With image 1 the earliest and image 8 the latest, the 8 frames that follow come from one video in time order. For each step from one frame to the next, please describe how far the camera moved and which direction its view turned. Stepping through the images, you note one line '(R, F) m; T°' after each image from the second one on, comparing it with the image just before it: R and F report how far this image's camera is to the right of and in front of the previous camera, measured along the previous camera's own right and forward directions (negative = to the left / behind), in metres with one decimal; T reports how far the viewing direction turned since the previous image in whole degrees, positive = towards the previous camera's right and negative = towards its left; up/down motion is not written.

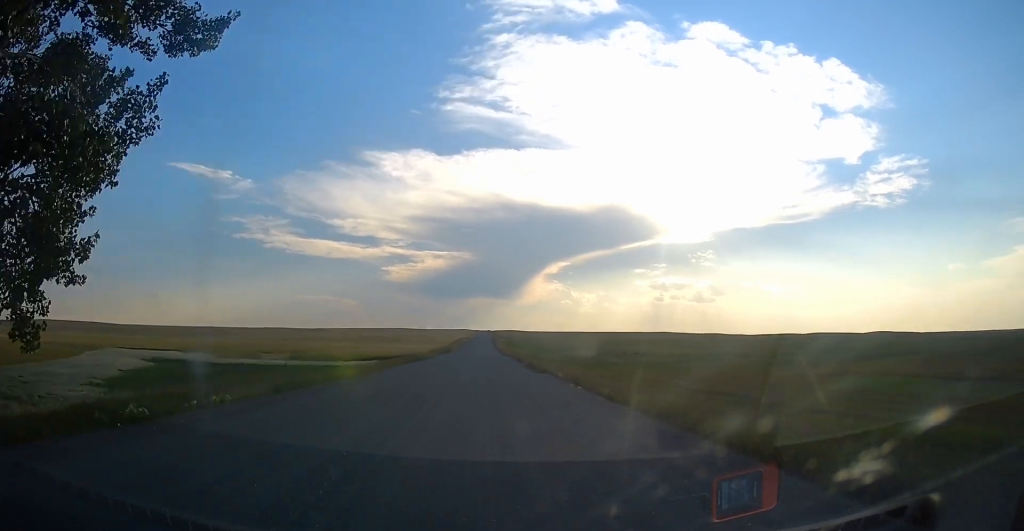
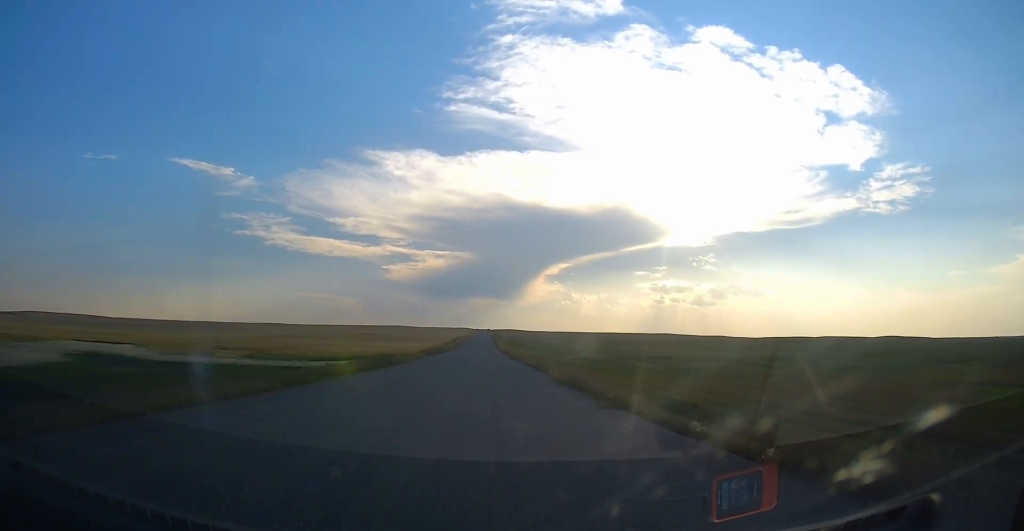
(0.0, +22.2) m; 0°
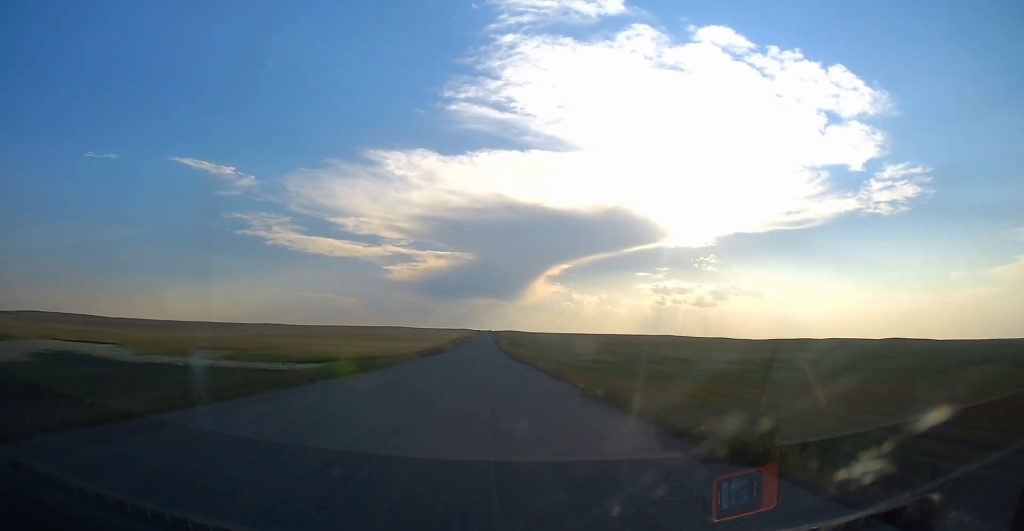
(0.0, +7.9) m; 0°
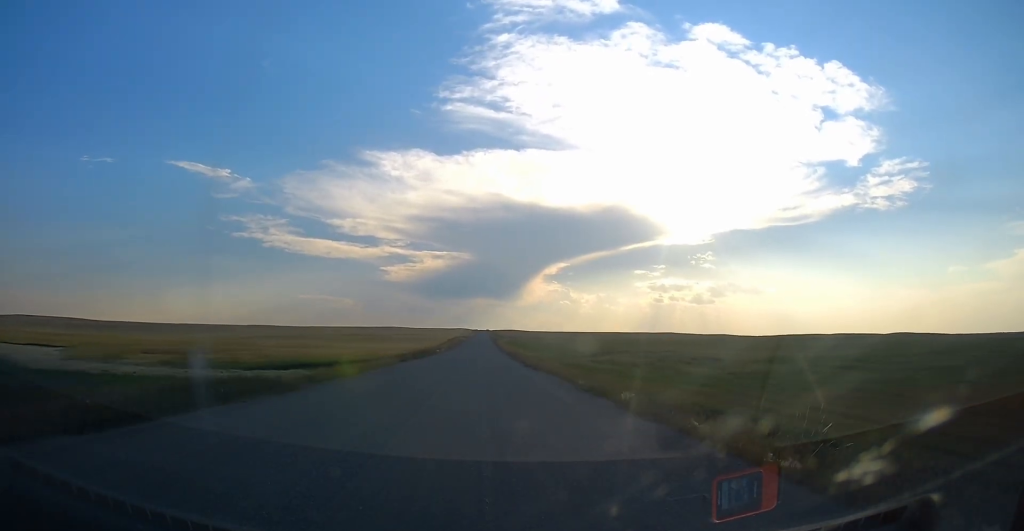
(0.0, +18.2) m; +1°
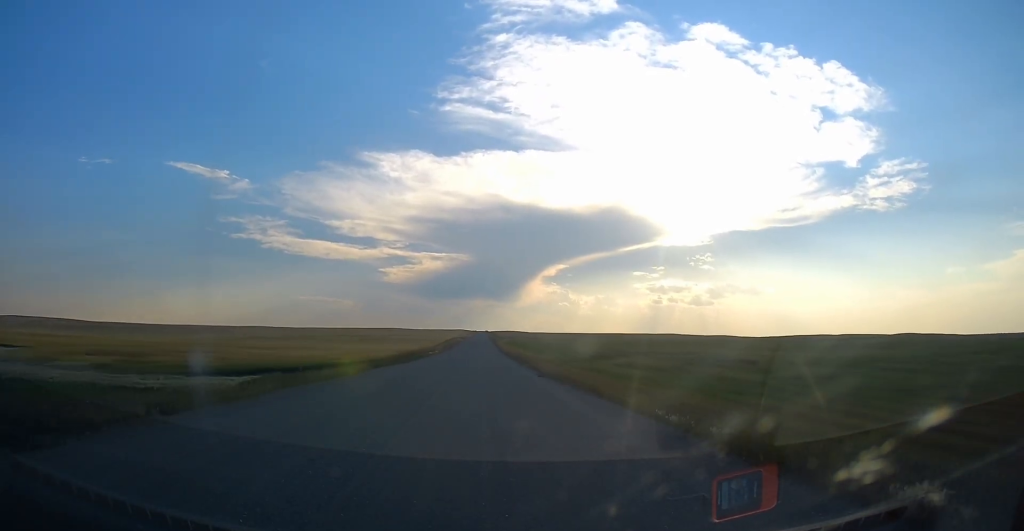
(0.0, +13.3) m; +1°
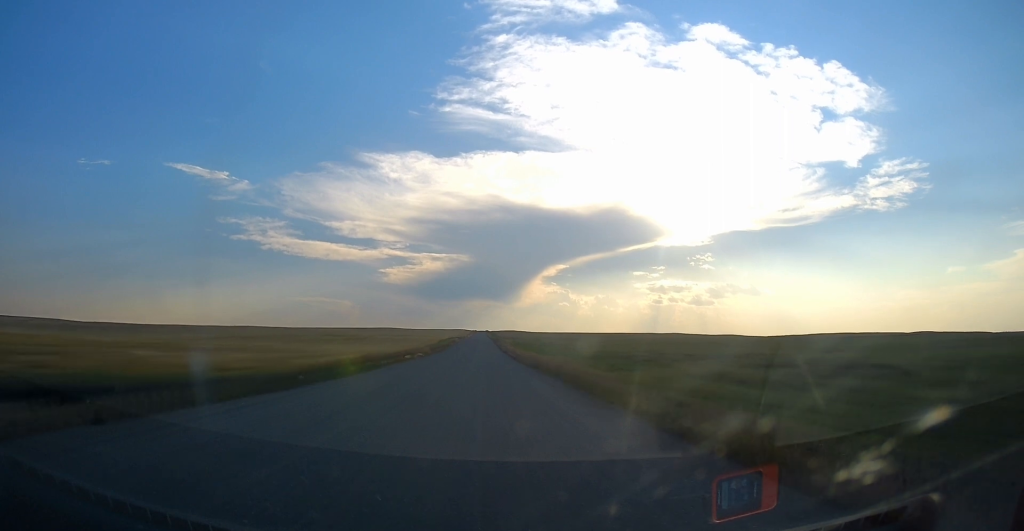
(0.0, +32.2) m; -1°
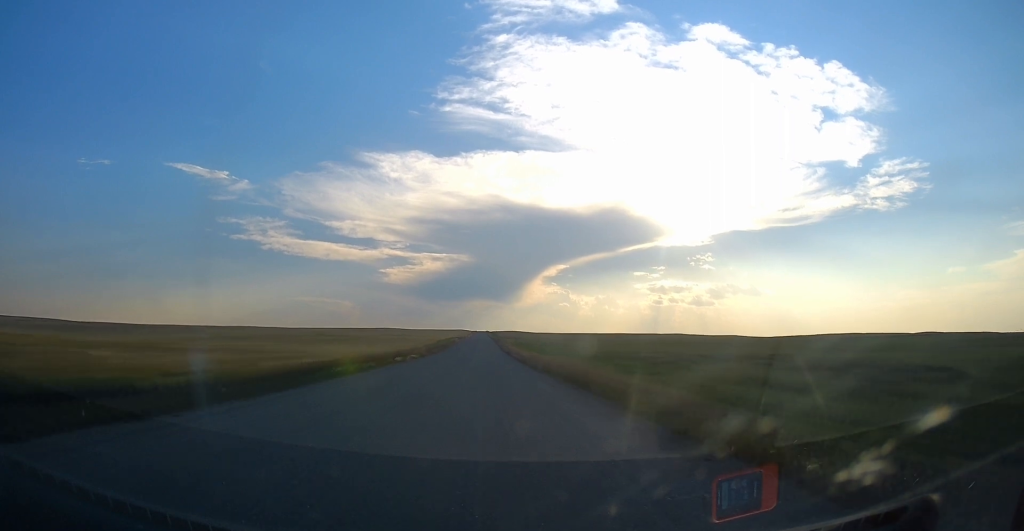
(0.0, +7.7) m; 0°
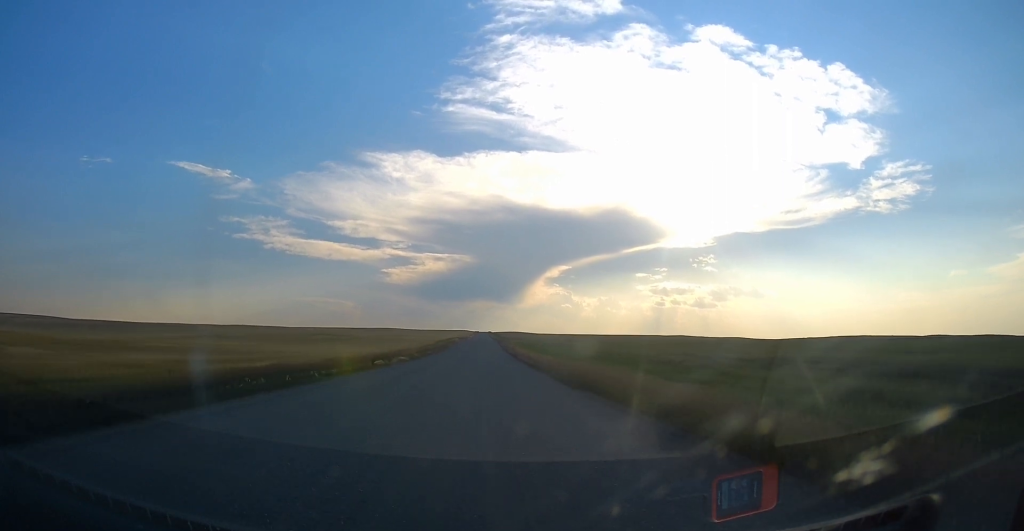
(0.0, +12.5) m; 0°
